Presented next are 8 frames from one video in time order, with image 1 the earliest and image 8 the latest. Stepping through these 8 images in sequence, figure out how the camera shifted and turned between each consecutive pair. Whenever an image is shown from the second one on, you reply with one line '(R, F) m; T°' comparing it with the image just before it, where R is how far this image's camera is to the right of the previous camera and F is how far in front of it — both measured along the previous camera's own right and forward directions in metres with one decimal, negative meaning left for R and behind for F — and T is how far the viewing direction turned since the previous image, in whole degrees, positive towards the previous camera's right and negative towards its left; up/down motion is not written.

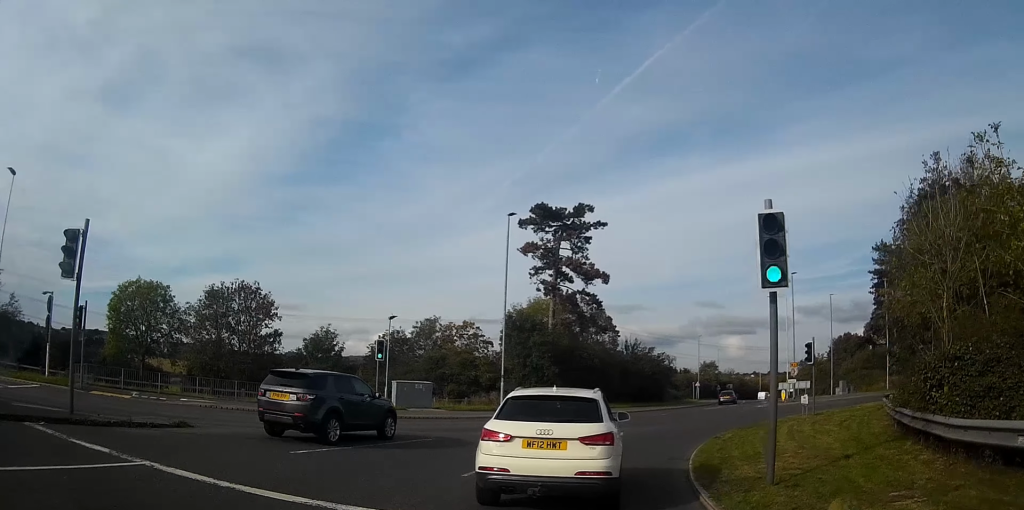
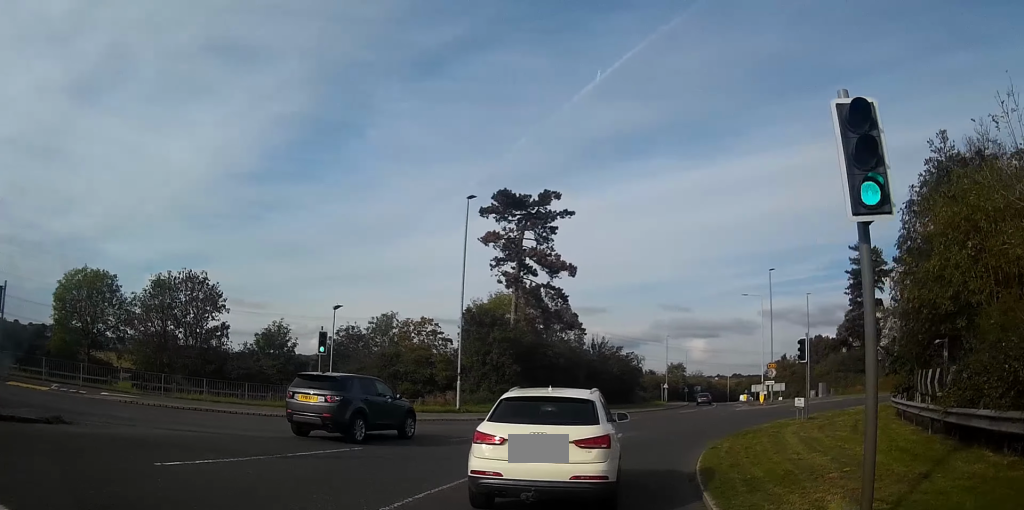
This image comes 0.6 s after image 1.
(+0.1, +3.0) m; +4°
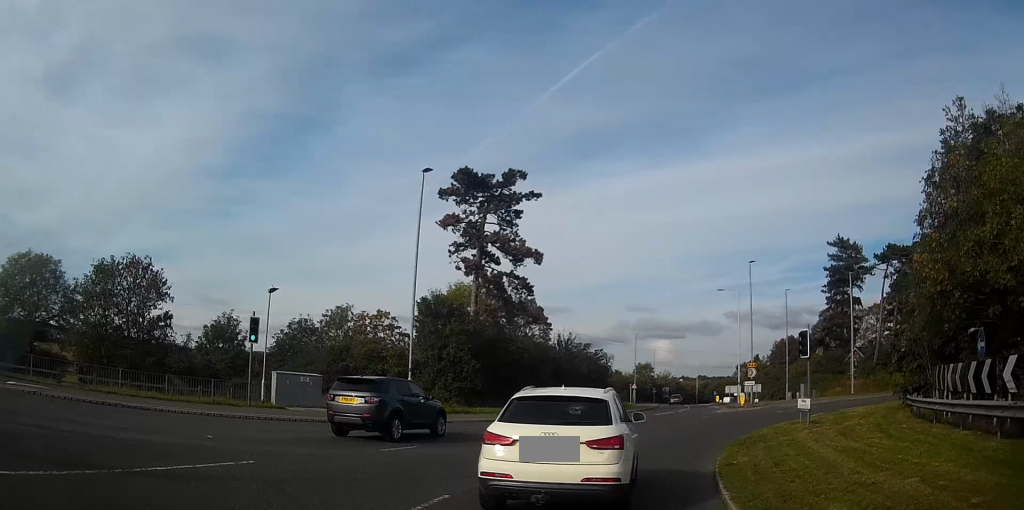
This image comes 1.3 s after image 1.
(0.0, +3.4) m; +5°
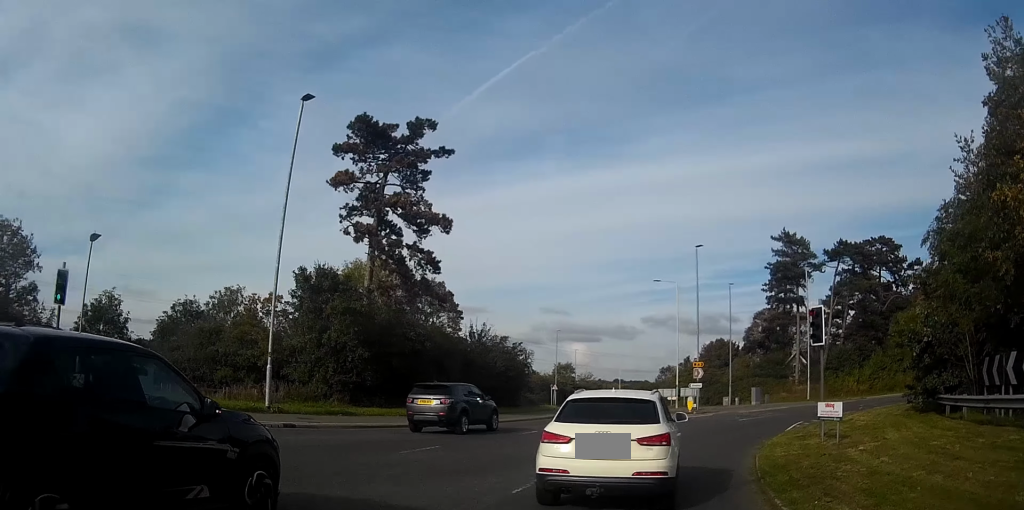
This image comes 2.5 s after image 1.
(+0.8, +8.2) m; +8°
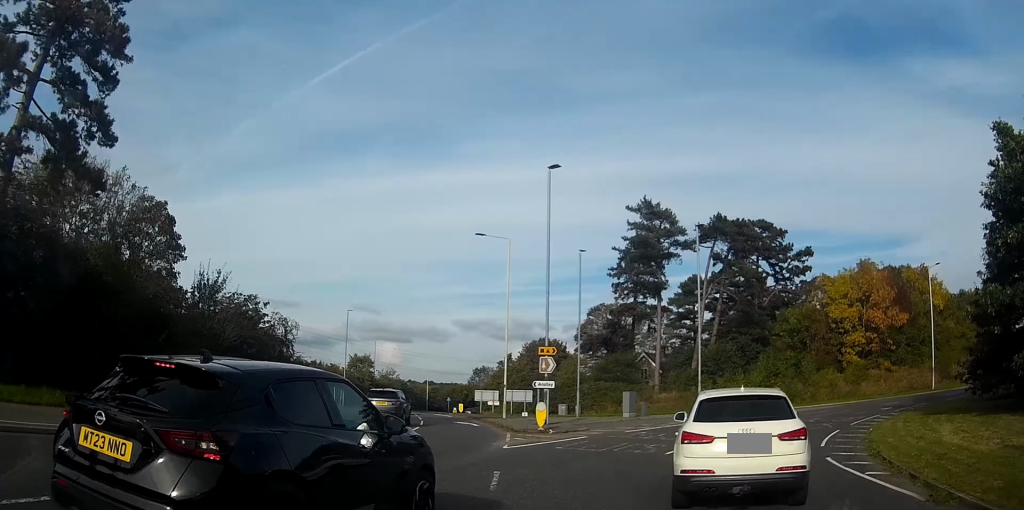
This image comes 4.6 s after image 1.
(+2.1, +16.4) m; +18°
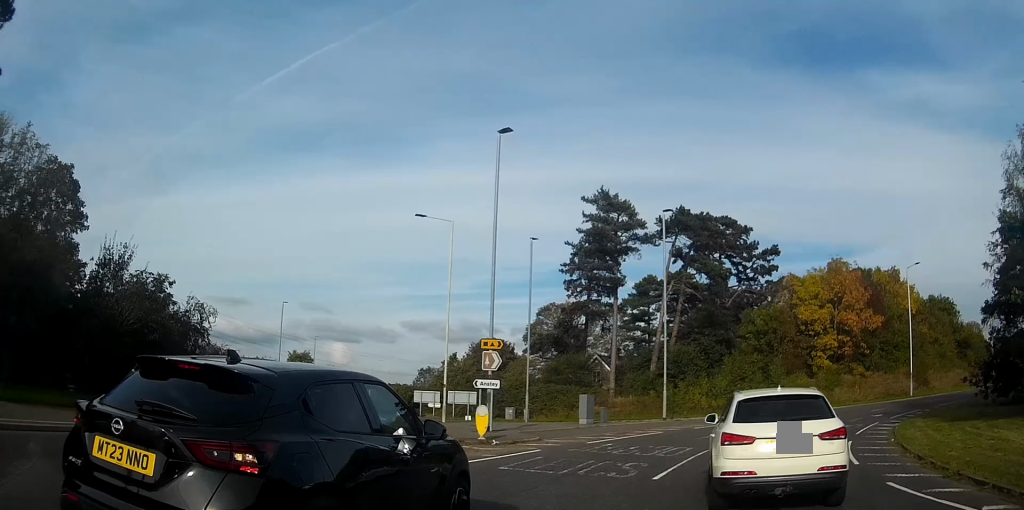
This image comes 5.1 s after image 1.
(+0.1, +4.1) m; +7°
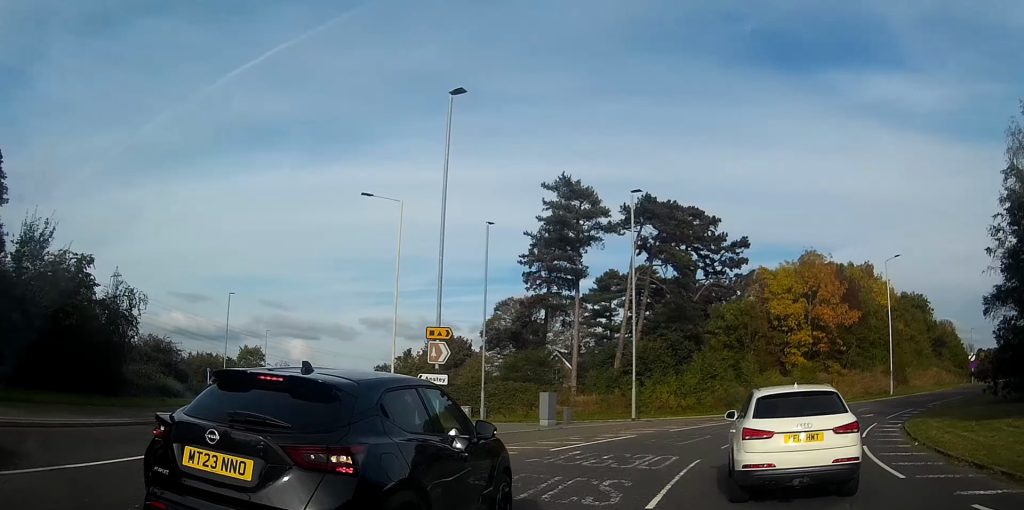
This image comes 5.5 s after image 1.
(+0.2, +3.4) m; +5°
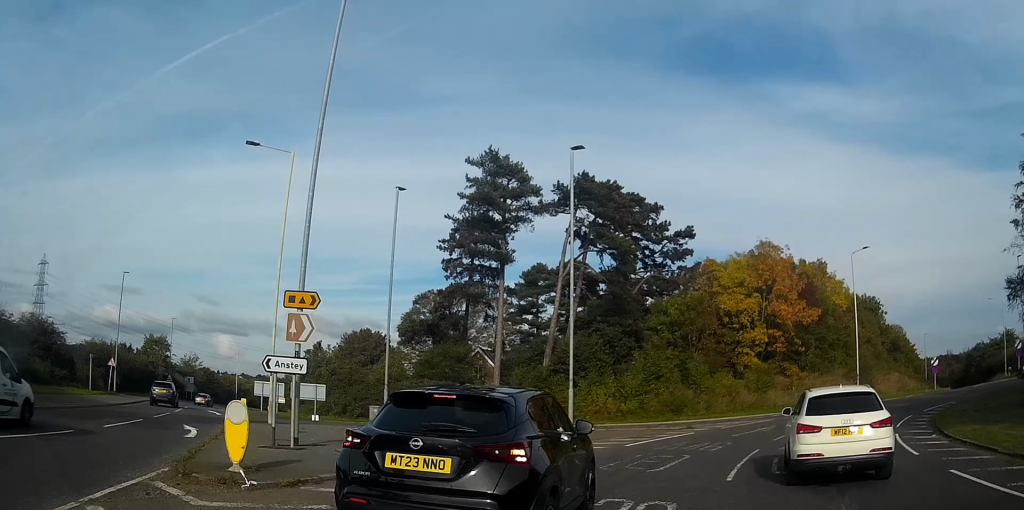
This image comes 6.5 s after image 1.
(+1.0, +7.4) m; +8°
